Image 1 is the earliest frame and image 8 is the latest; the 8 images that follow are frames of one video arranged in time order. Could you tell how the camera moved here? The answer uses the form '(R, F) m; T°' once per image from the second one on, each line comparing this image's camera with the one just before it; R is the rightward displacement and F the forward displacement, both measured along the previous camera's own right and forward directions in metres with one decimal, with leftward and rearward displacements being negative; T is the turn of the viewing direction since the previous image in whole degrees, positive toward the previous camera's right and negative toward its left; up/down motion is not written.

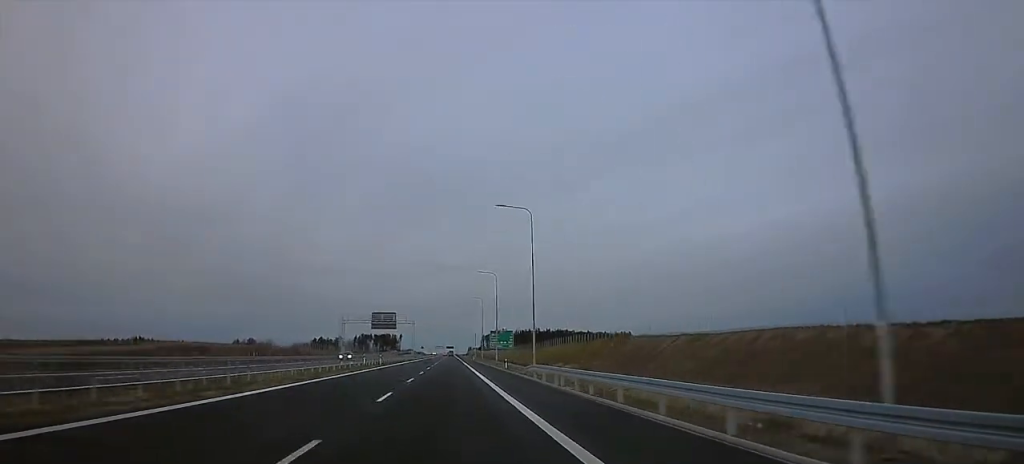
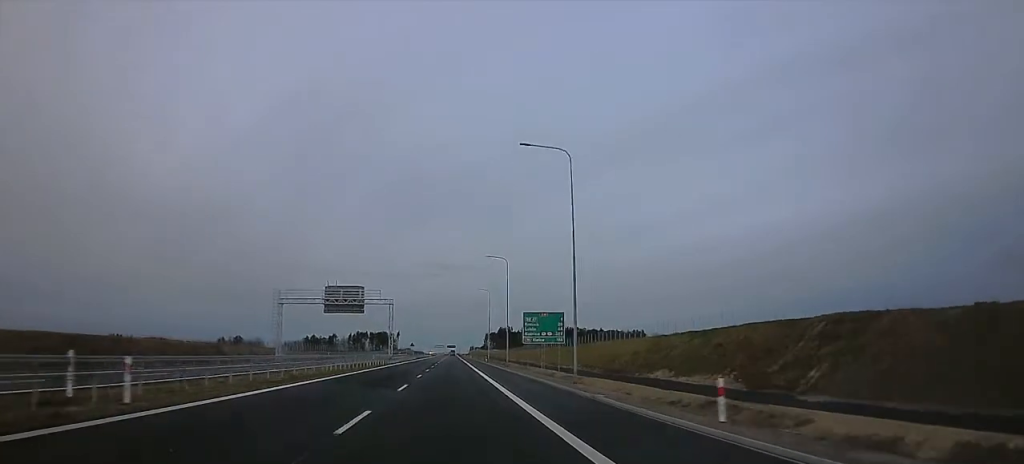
(0.0, +54.5) m; 0°
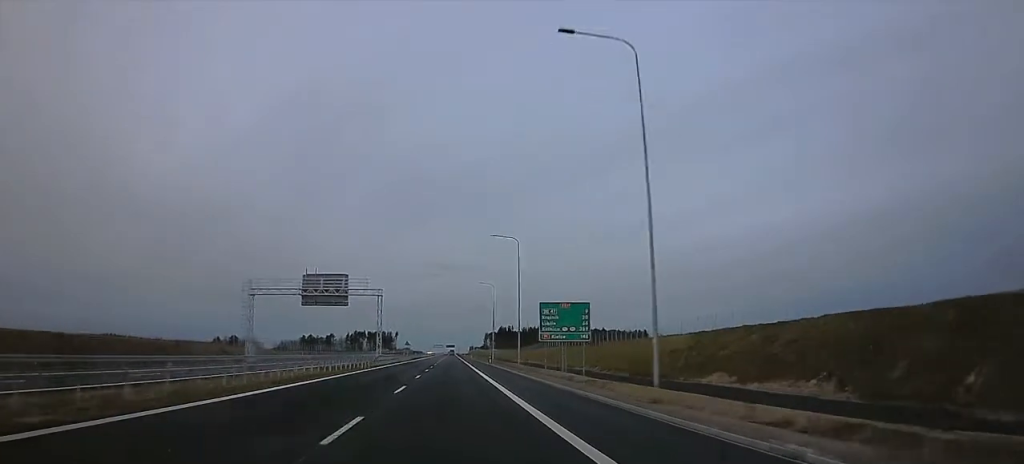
(0.0, +13.2) m; 0°
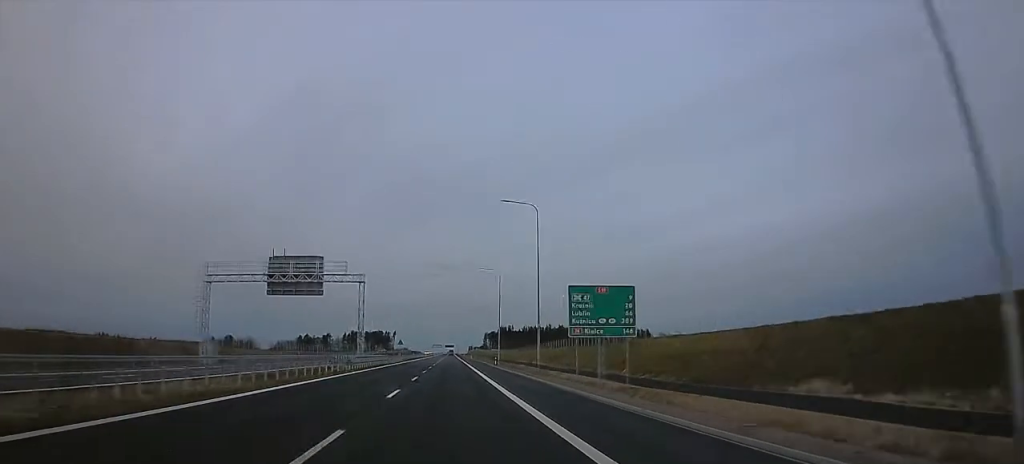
(0.0, +14.2) m; +1°
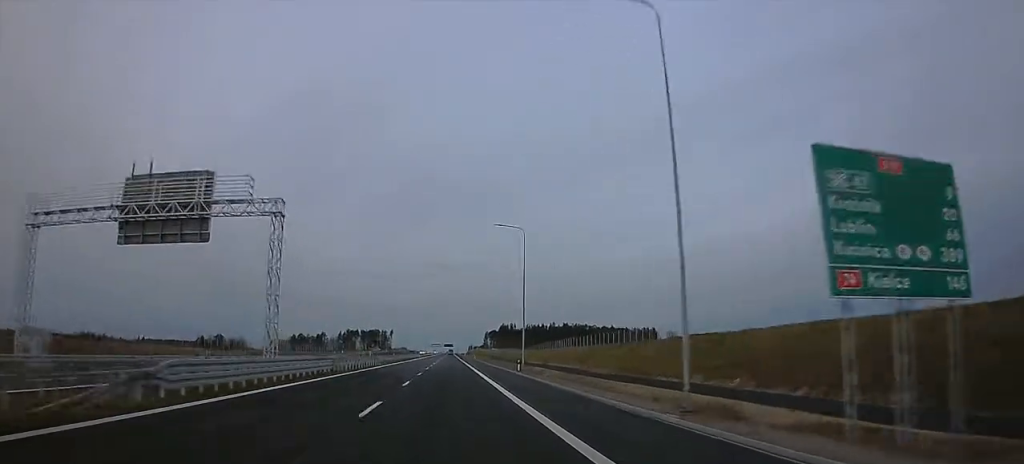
(+0.3, +29.6) m; +1°
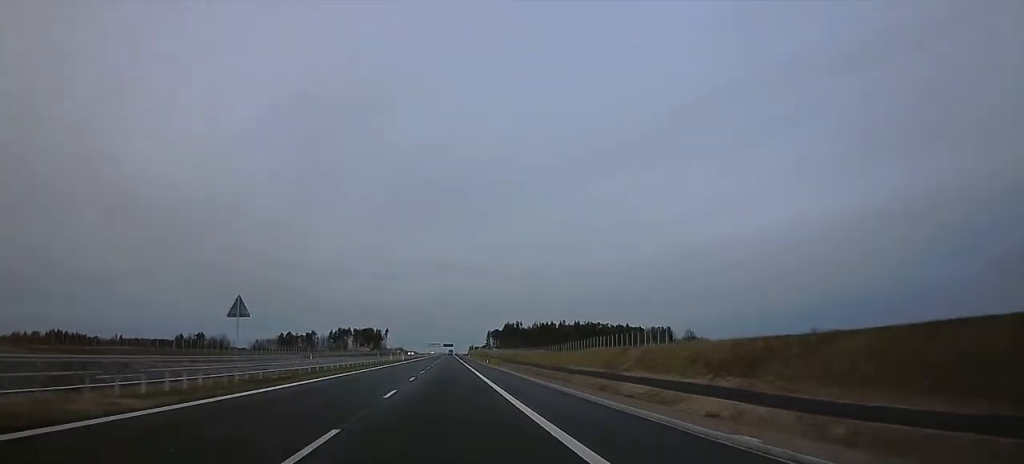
(-0.5, +54.3) m; -2°
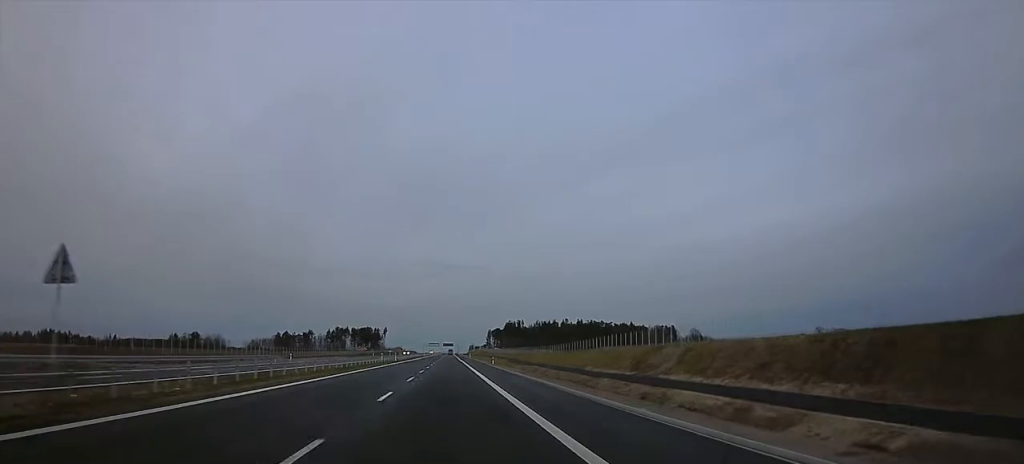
(0.0, +13.3) m; 0°
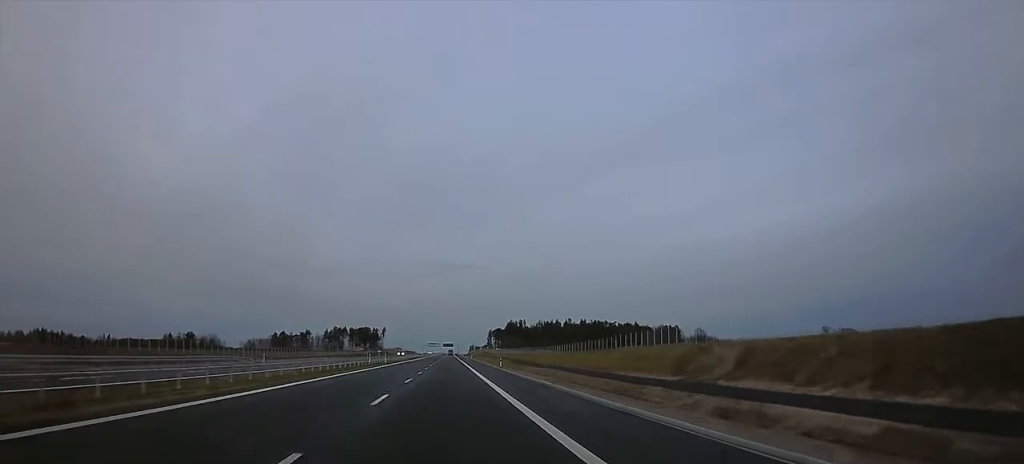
(0.0, +13.3) m; 0°
